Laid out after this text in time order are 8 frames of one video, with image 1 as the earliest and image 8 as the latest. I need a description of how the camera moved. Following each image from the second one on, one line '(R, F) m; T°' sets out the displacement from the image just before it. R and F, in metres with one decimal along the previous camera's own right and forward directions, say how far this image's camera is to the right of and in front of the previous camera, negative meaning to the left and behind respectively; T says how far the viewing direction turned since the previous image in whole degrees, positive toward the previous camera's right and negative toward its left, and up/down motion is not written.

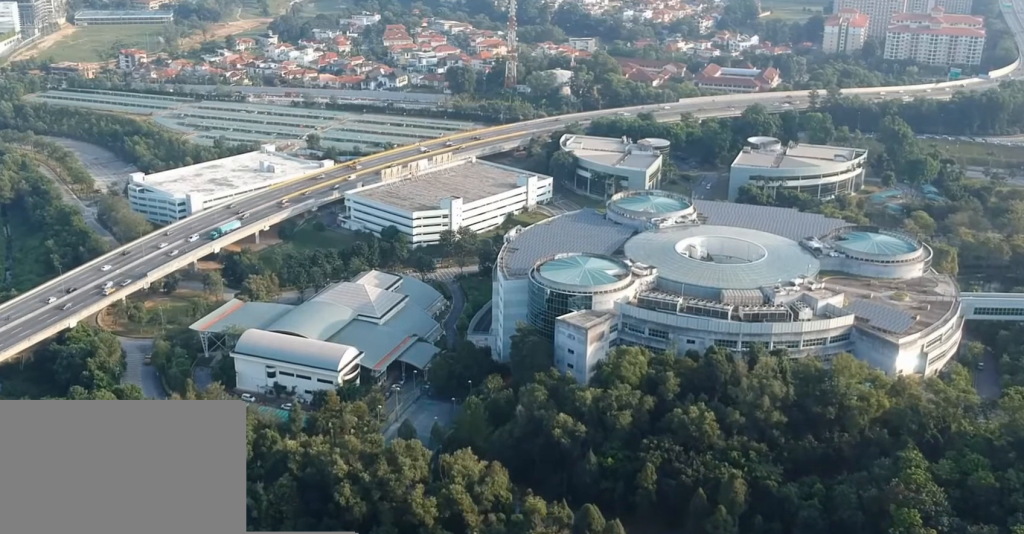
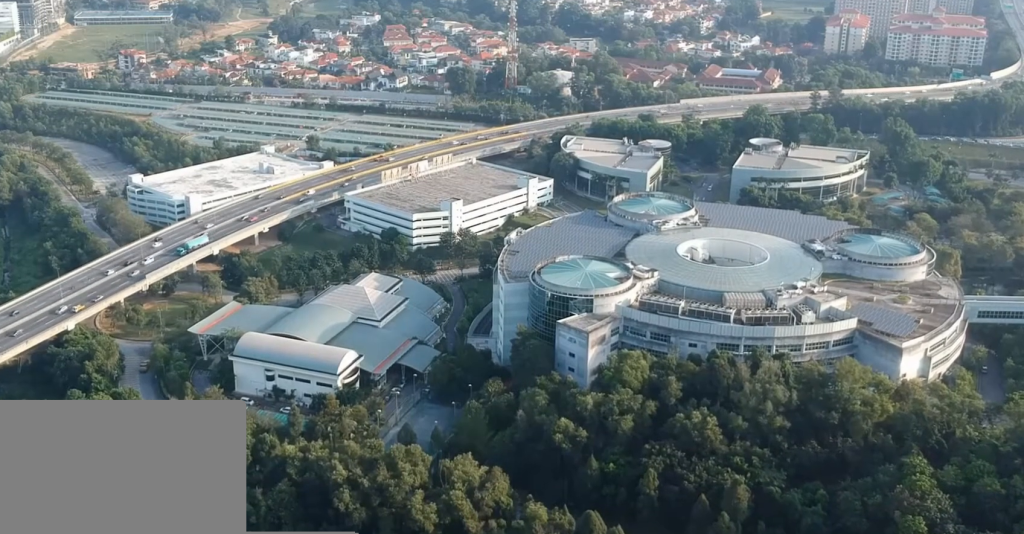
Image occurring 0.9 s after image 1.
(0.0, +2.3) m; 0°
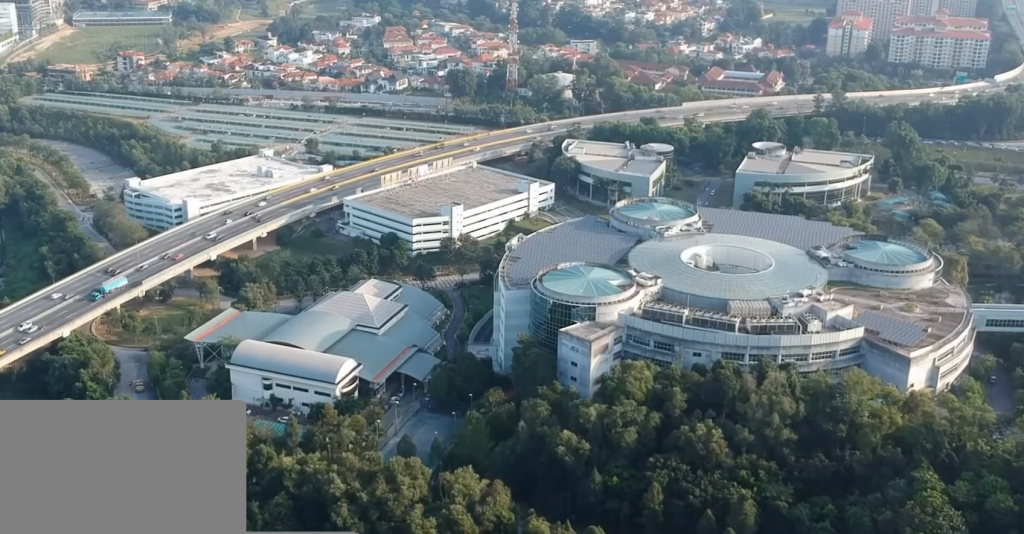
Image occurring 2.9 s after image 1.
(0.0, +5.2) m; 0°
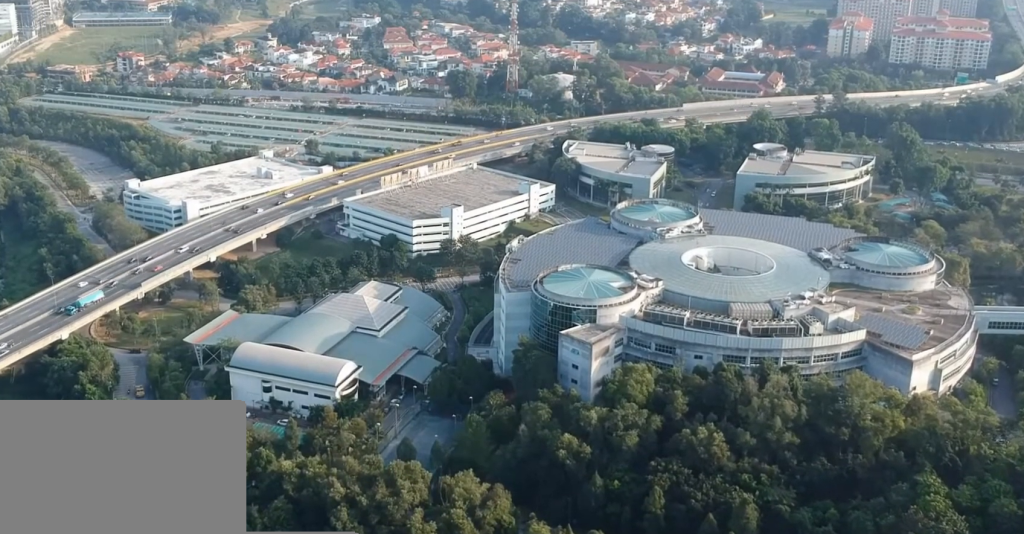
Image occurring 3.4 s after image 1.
(0.0, +1.3) m; 0°
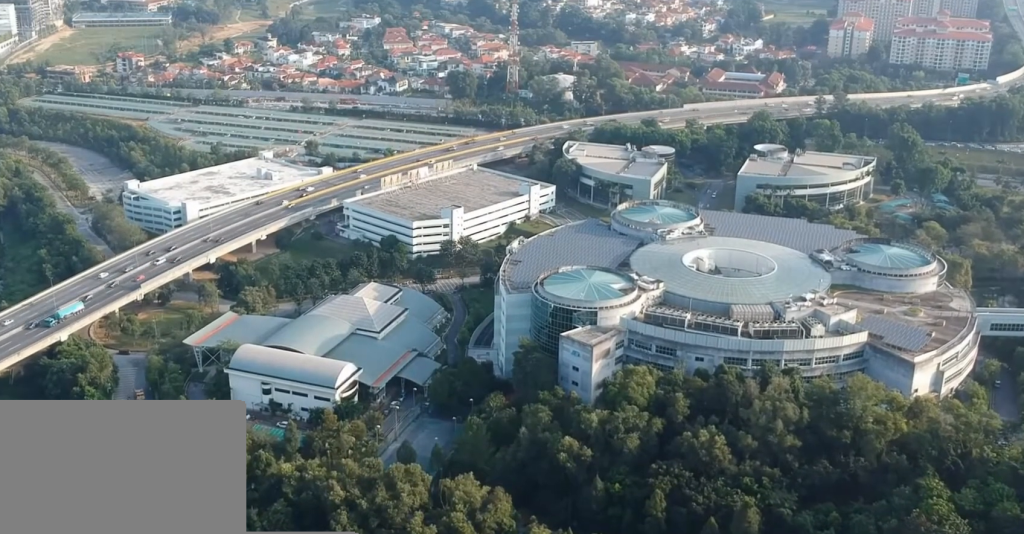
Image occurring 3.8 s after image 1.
(0.0, +1.1) m; 0°
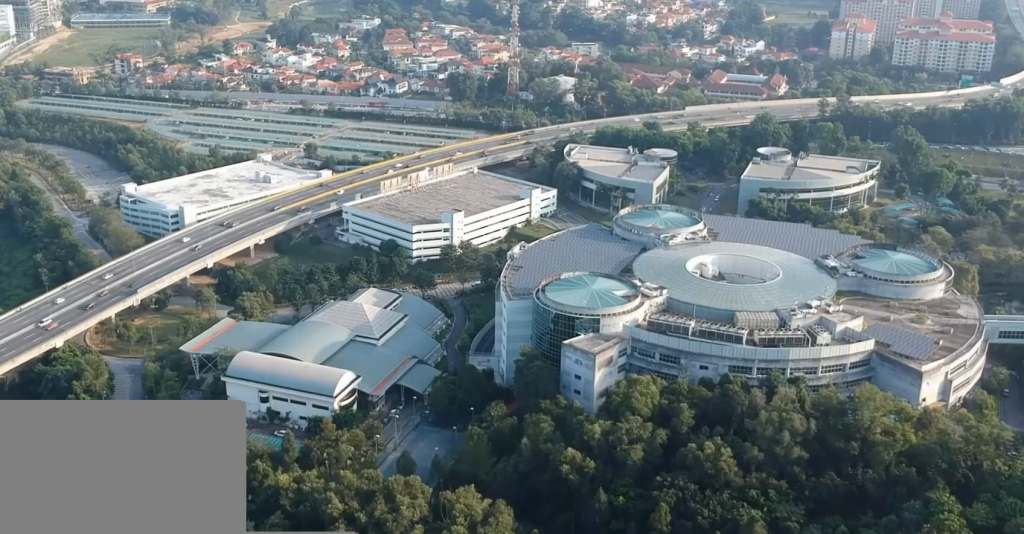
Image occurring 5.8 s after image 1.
(0.0, +4.9) m; 0°
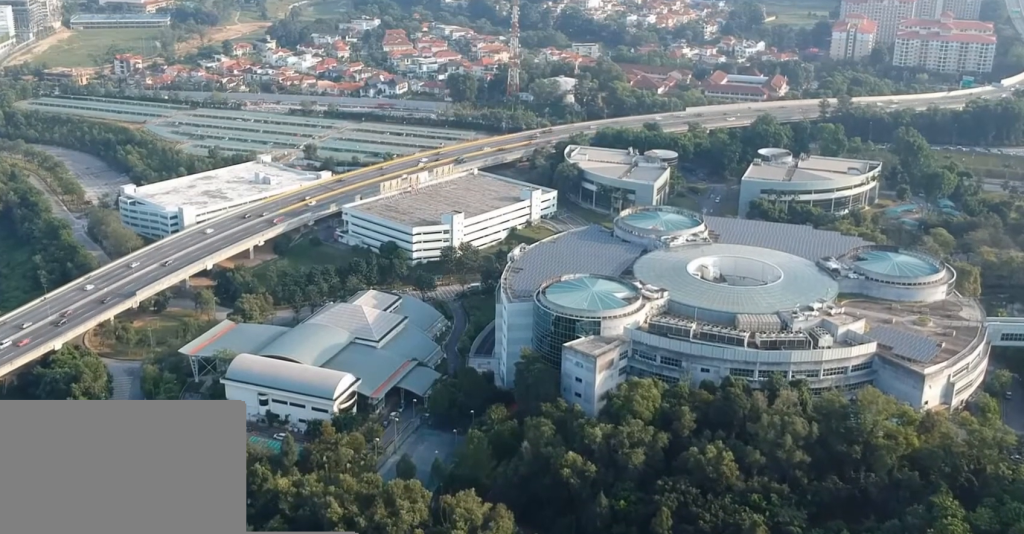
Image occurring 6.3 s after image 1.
(0.0, +1.4) m; 0°
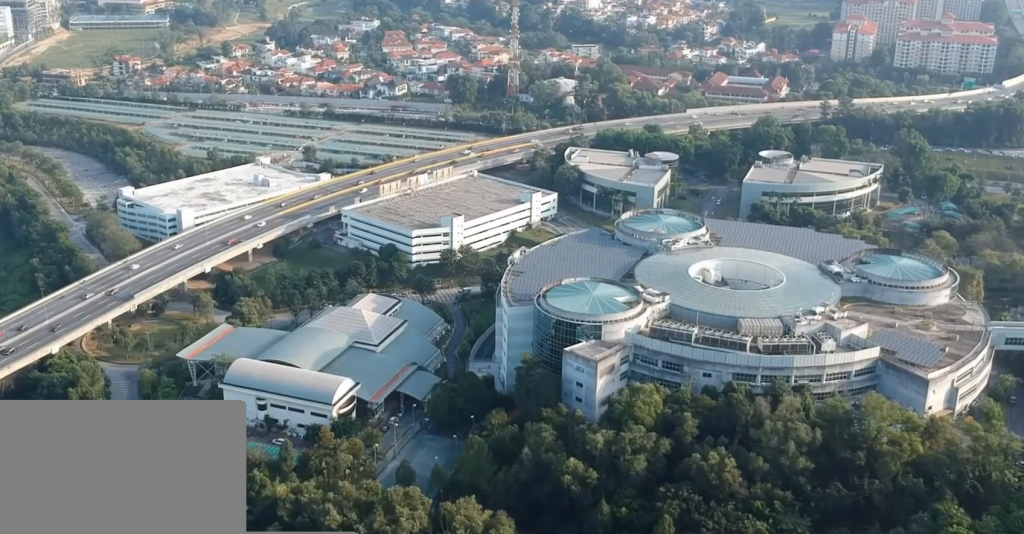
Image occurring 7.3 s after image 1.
(0.0, +2.4) m; 0°
